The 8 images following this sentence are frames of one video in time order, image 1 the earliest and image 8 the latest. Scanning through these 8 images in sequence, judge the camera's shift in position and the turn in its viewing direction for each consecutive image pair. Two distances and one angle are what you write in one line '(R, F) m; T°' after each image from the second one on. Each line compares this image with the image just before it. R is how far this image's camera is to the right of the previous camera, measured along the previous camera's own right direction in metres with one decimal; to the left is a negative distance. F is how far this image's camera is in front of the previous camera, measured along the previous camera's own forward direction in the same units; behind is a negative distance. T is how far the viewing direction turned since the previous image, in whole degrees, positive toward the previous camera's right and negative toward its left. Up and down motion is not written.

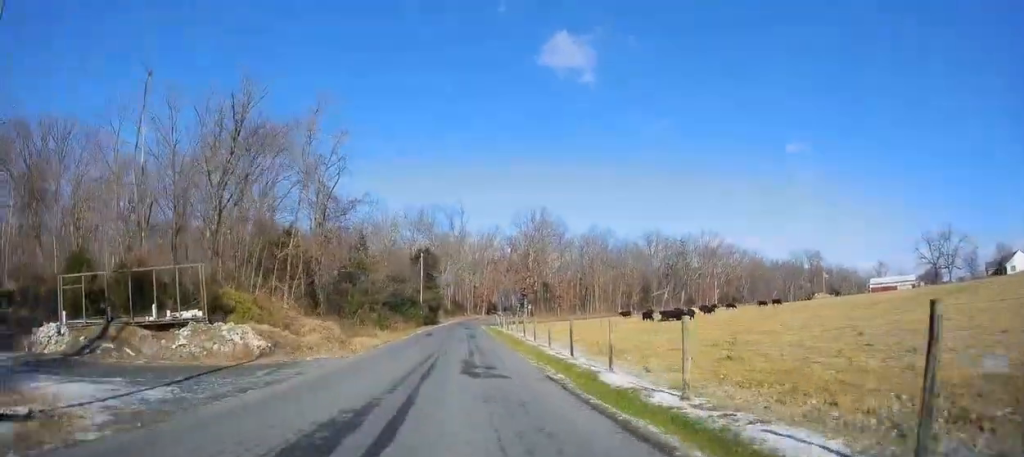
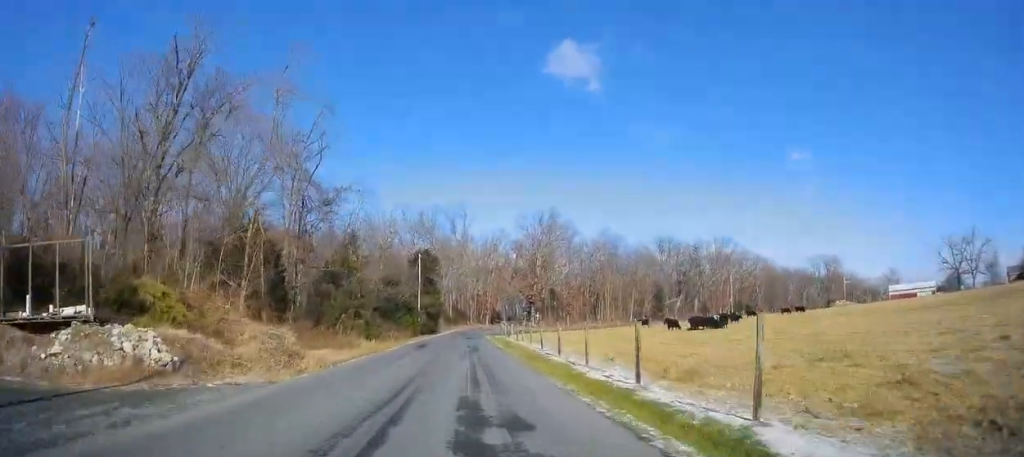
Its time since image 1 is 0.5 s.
(+0.3, +8.6) m; -1°
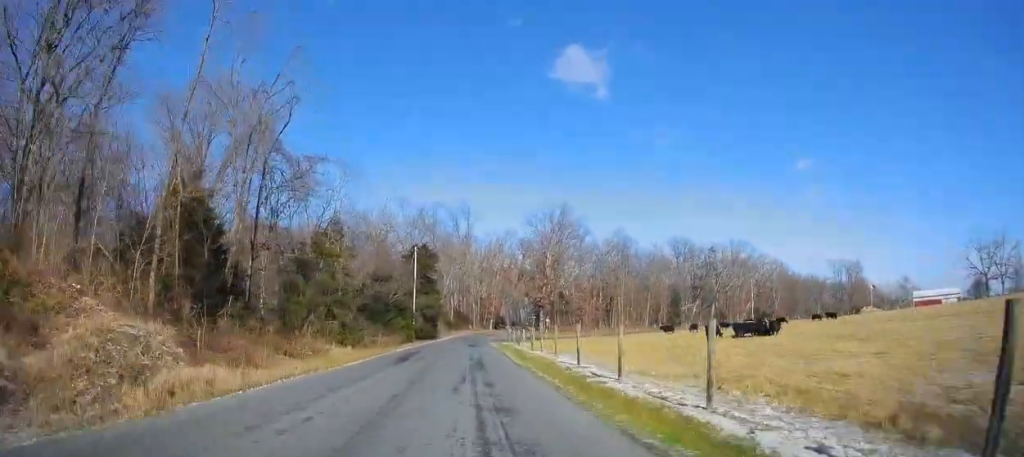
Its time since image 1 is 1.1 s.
(-0.2, +10.5) m; 0°
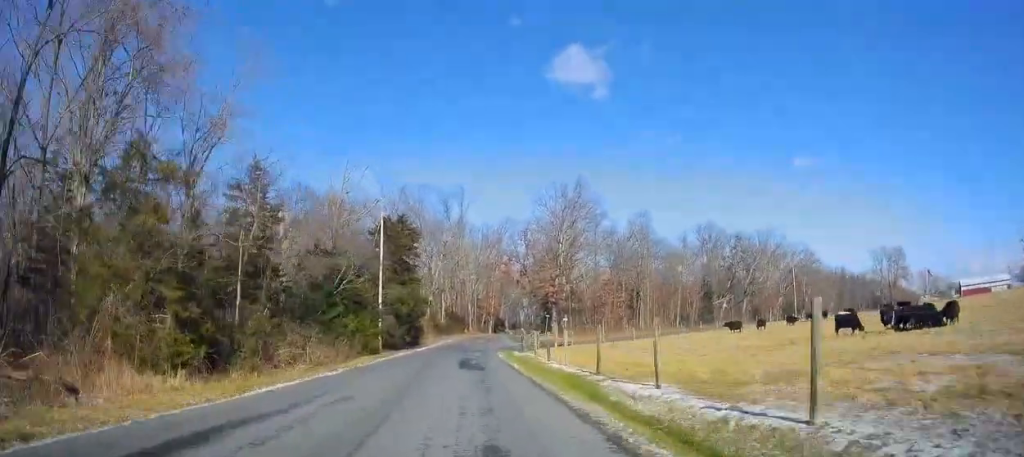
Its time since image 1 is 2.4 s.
(+0.2, +22.3) m; +1°
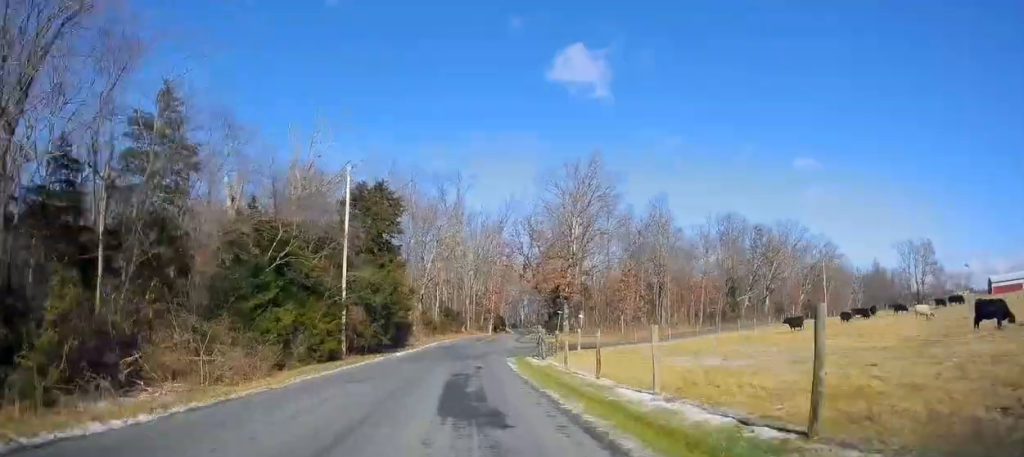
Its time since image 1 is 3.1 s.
(+0.1, +12.4) m; 0°
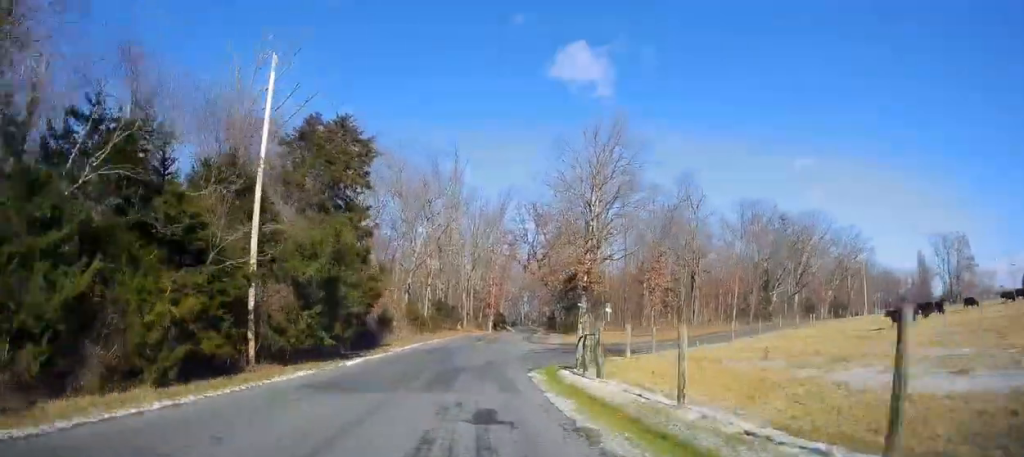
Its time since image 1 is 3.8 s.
(-0.2, +13.7) m; 0°
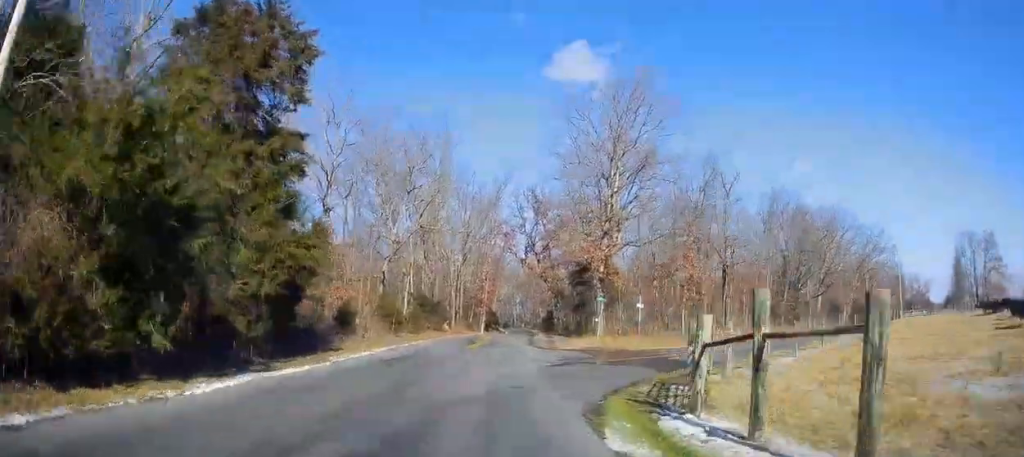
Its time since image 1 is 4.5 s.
(+0.2, +11.9) m; +1°
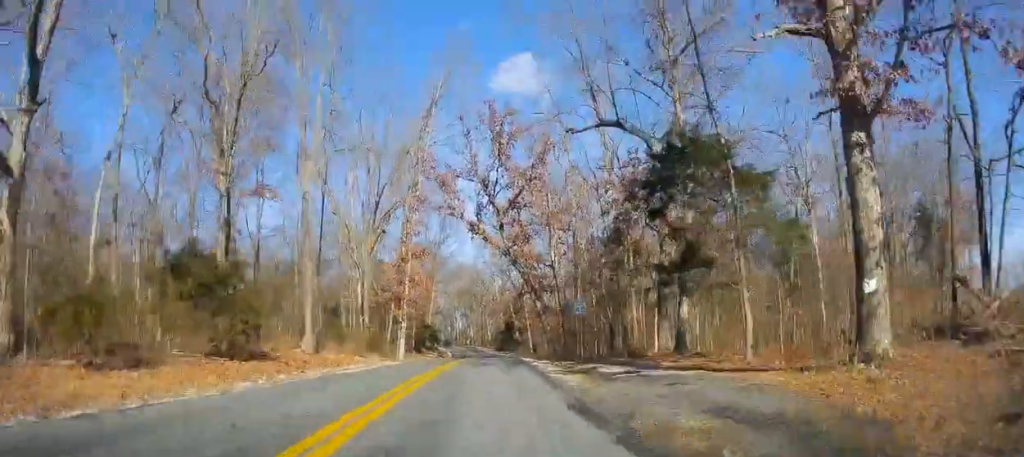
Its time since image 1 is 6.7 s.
(+2.2, +40.5) m; +6°
